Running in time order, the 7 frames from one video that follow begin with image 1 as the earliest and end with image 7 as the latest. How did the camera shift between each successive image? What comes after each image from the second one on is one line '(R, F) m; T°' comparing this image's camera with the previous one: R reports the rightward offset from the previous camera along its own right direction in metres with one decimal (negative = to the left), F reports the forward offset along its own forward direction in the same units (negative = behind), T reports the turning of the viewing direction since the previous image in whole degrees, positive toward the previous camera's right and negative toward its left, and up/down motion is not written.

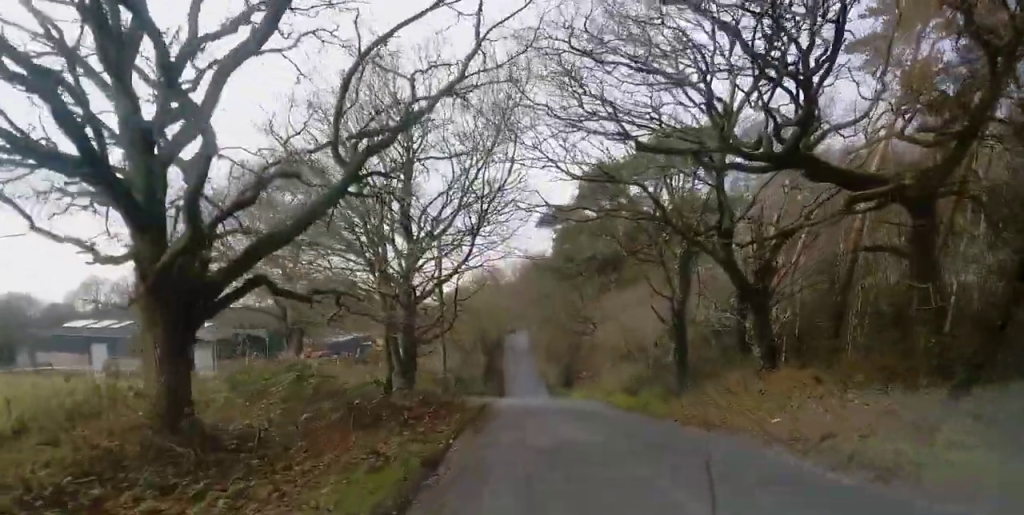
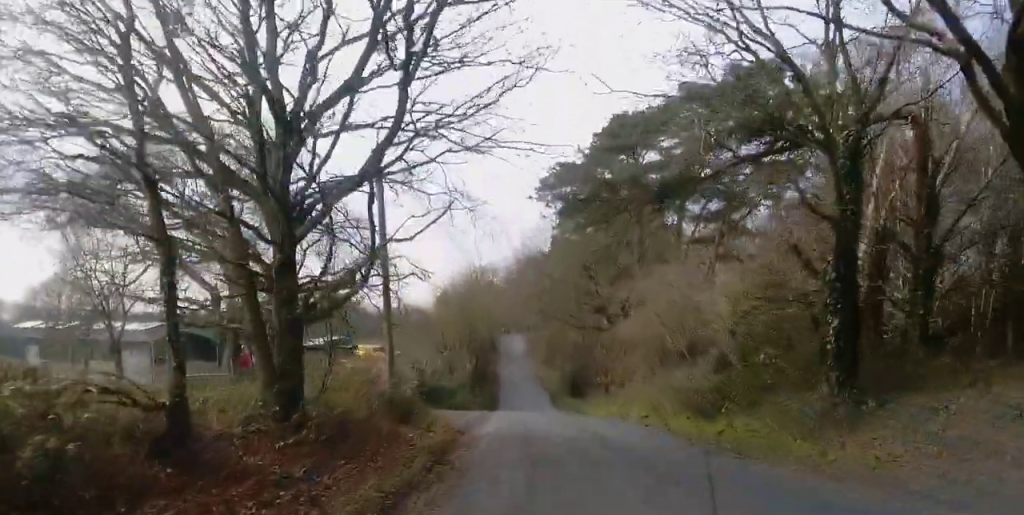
(-0.3, +12.7) m; 0°
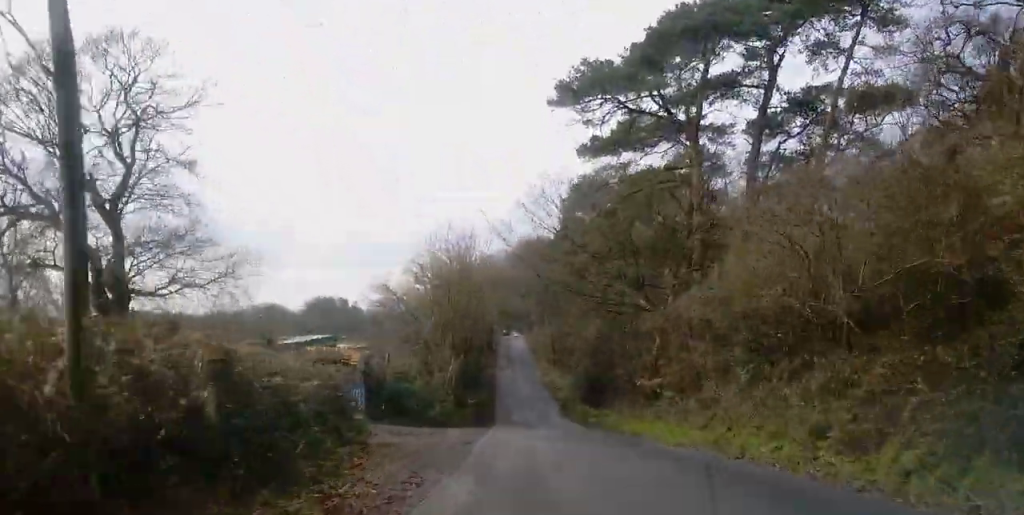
(+0.2, +14.3) m; -1°
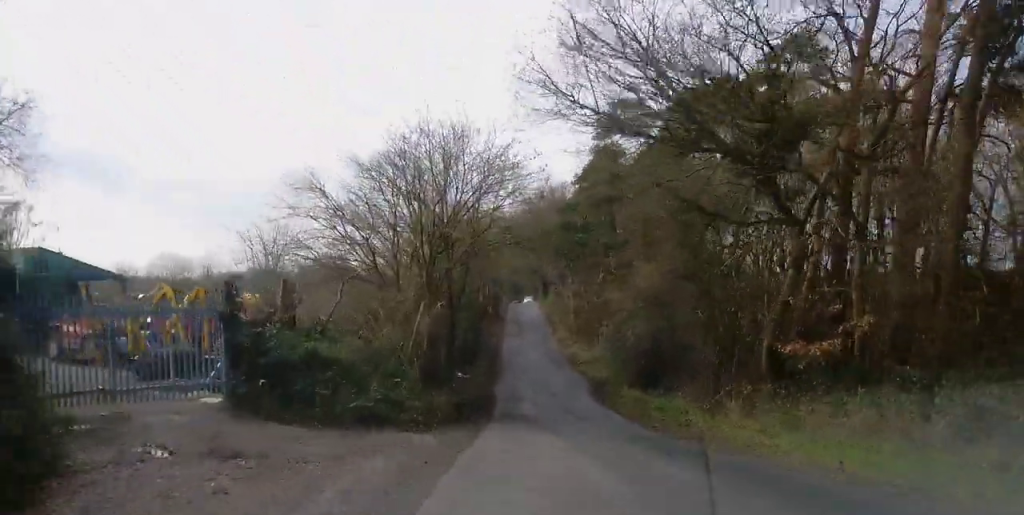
(-0.4, +15.9) m; 0°
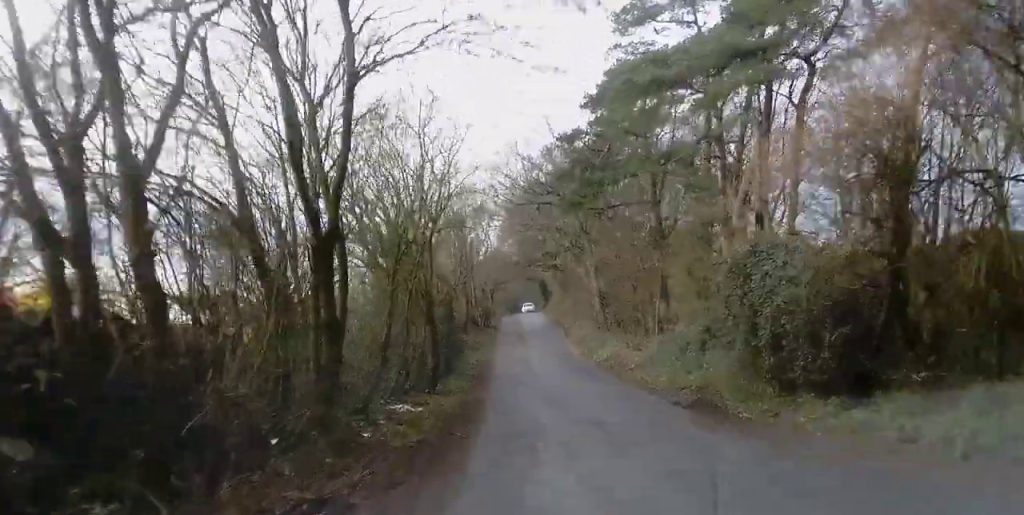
(+0.6, +19.1) m; +1°
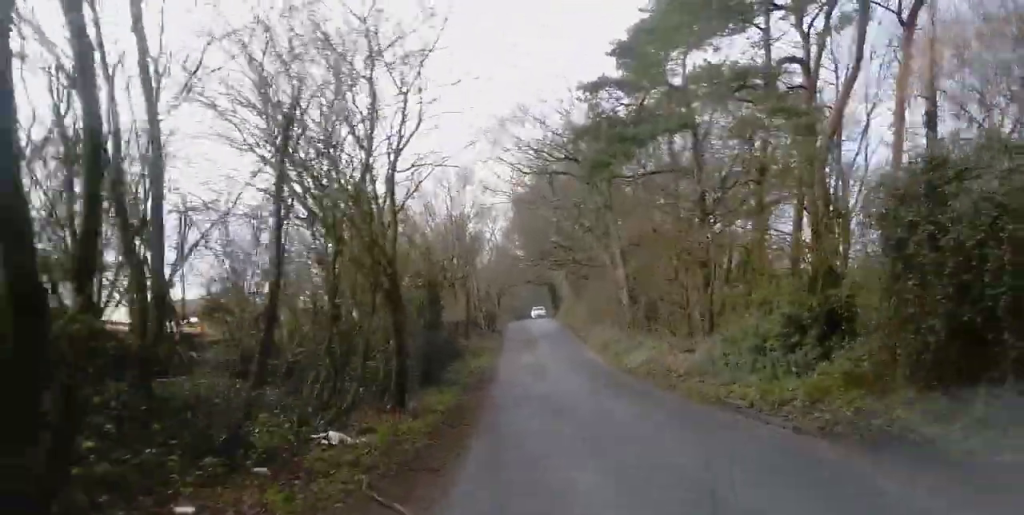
(-0.2, +7.6) m; -1°
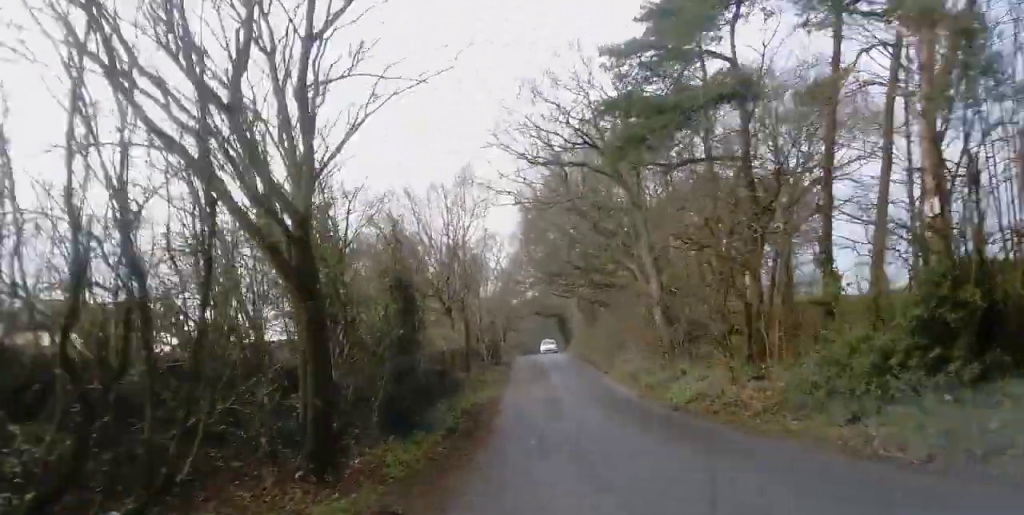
(-0.1, +6.5) m; -1°
